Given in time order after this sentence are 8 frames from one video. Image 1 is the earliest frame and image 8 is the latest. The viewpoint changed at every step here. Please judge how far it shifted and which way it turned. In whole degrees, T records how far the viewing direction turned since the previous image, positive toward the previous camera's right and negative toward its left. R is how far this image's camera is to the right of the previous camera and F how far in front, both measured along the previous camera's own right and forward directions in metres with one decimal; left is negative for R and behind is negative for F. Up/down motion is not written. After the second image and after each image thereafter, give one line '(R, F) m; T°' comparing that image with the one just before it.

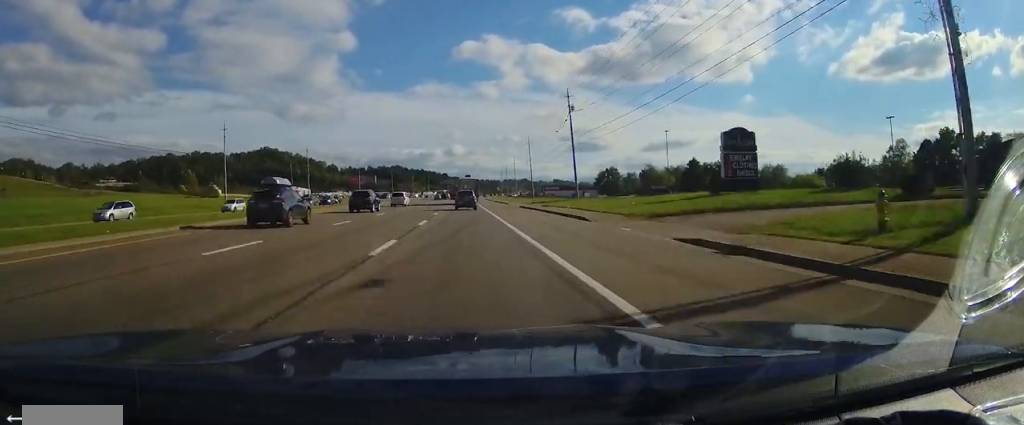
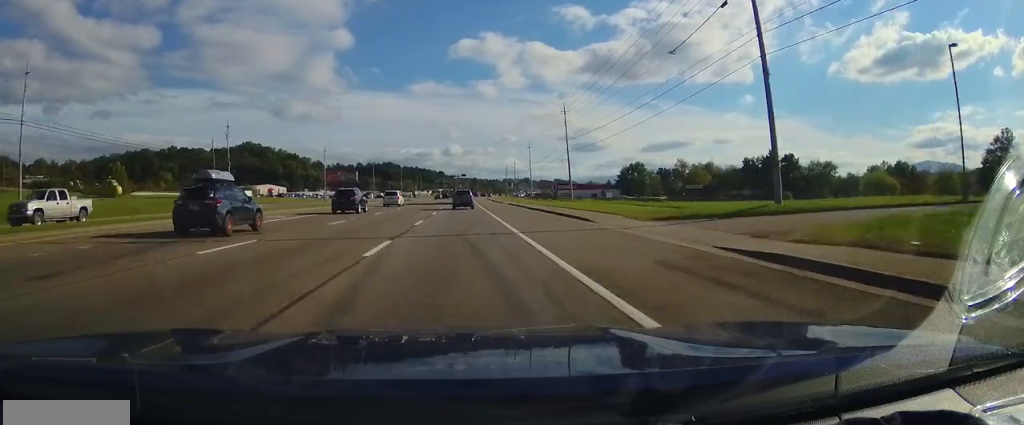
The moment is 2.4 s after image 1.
(+0.1, +49.4) m; 0°
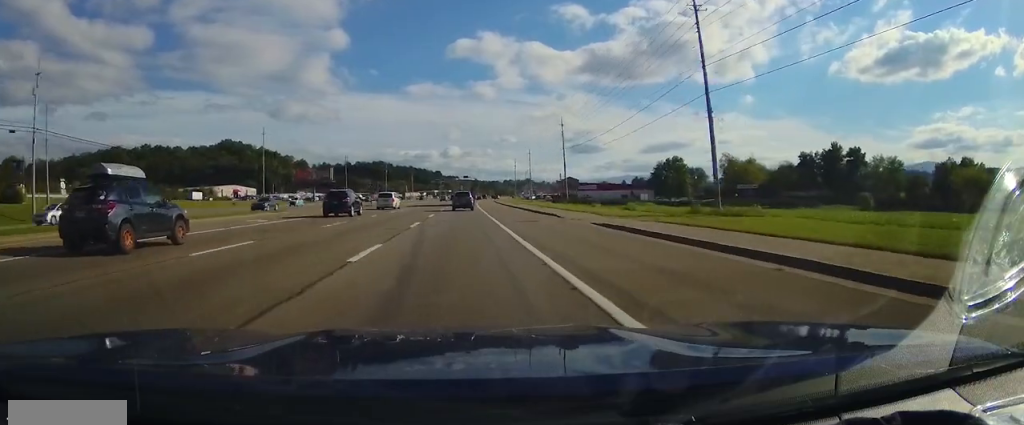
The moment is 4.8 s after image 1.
(+0.1, +49.2) m; 0°
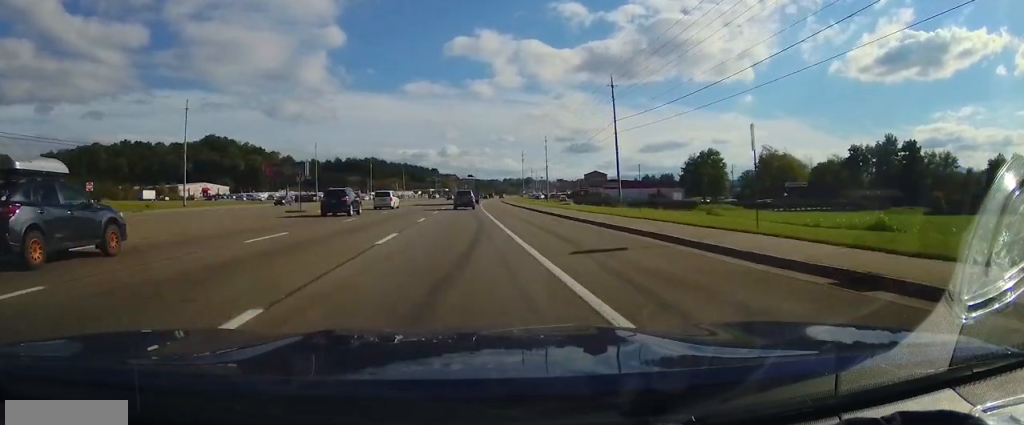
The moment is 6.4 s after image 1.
(-0.1, +32.7) m; 0°
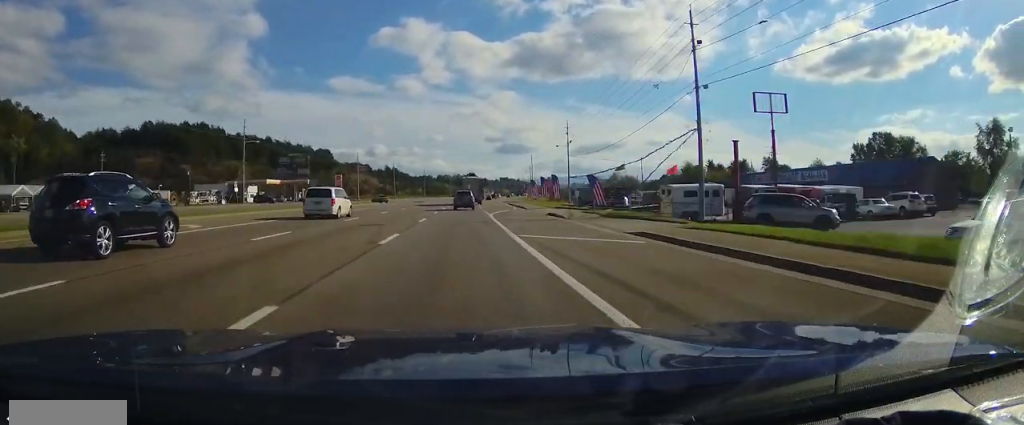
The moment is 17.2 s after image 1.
(+12.5, +215.7) m; +7°
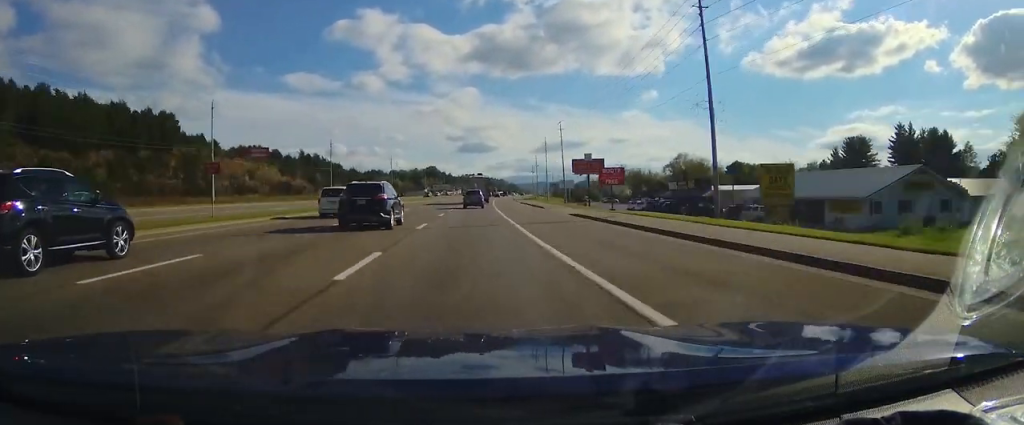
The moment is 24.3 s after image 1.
(+5.7, +142.7) m; +5°
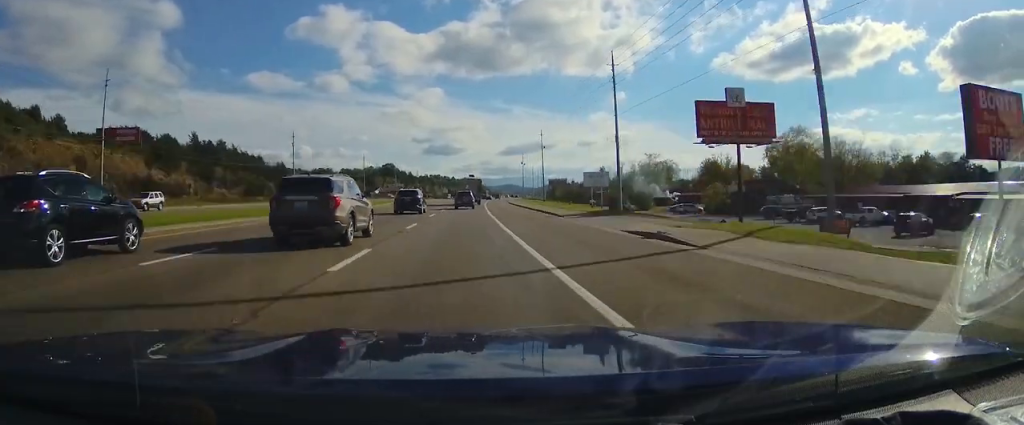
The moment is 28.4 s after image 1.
(+2.1, +86.0) m; +3°
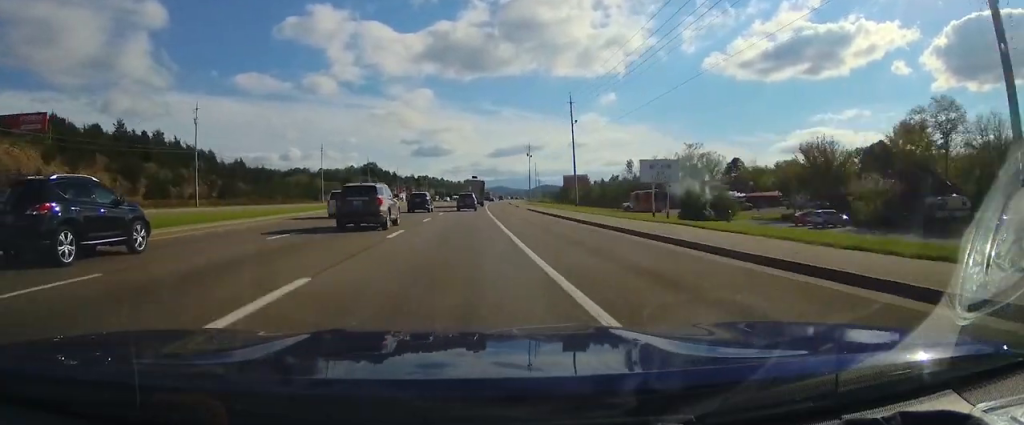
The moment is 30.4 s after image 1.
(0.0, +42.2) m; +1°
